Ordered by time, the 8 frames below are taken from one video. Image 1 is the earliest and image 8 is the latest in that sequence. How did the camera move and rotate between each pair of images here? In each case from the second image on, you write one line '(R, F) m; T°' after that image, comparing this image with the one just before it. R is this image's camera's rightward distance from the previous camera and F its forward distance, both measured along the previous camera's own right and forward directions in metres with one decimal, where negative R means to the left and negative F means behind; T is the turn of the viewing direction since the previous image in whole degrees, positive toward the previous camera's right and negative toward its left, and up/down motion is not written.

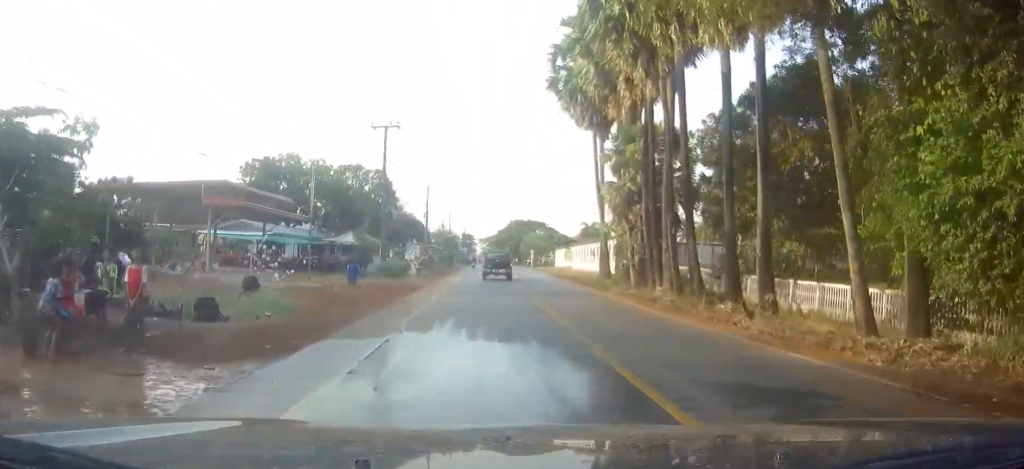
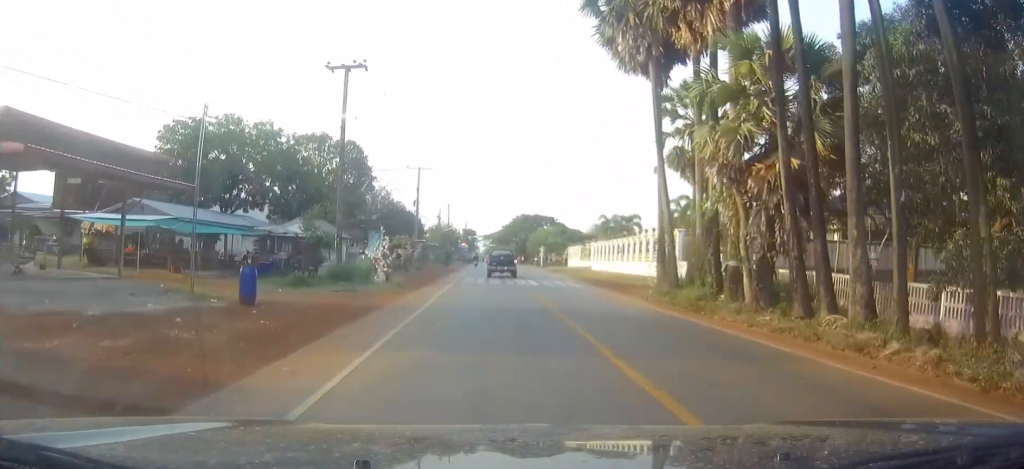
(-0.1, +16.2) m; 0°
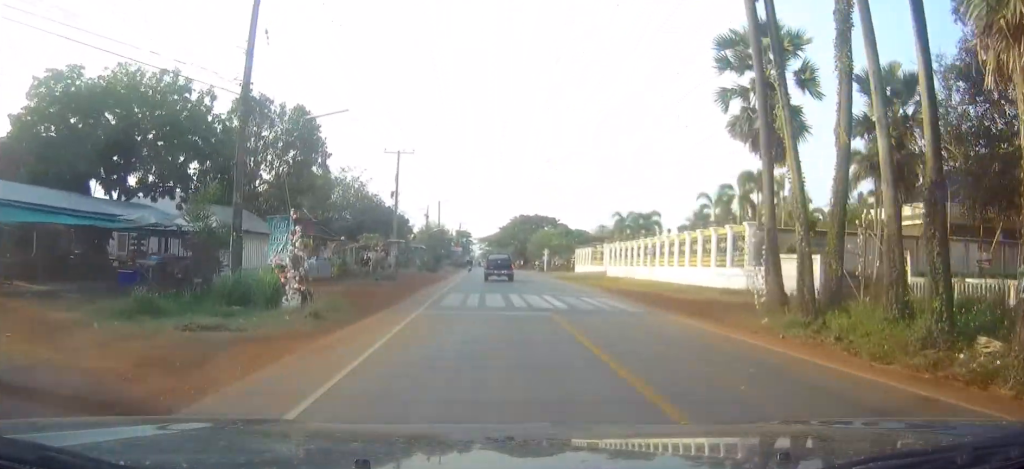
(+0.1, +14.4) m; 0°
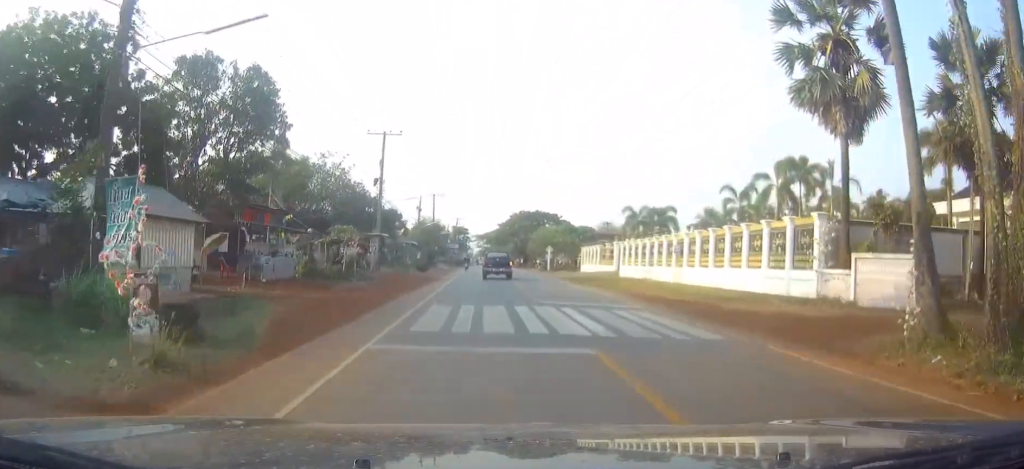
(+0.1, +7.9) m; 0°
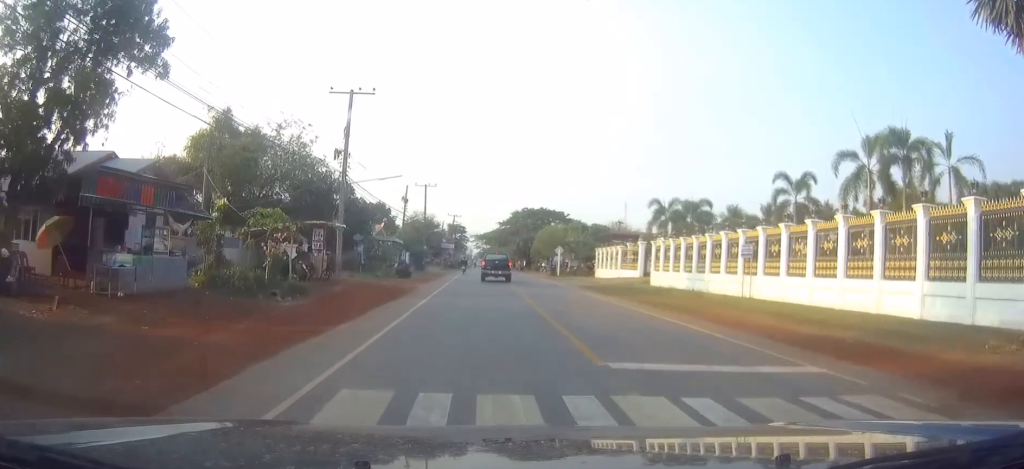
(-0.2, +13.0) m; 0°
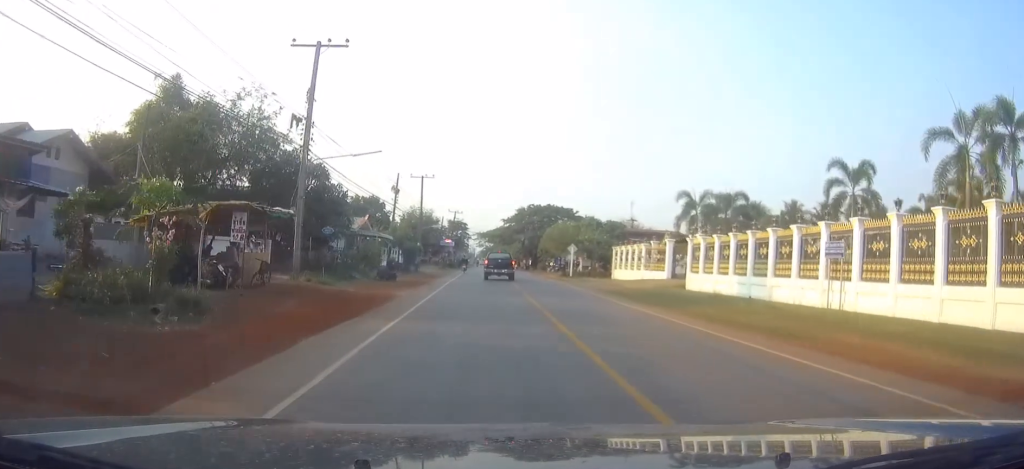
(+0.1, +9.2) m; 0°
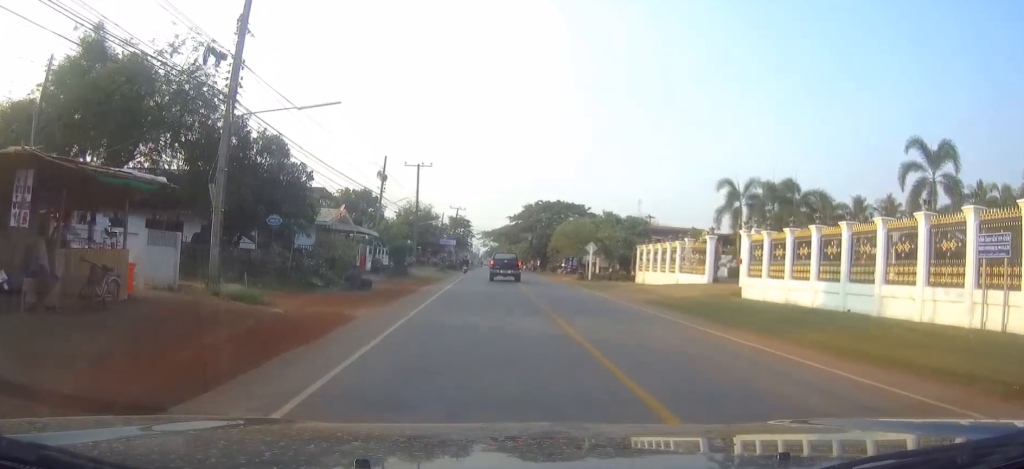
(0.0, +9.6) m; 0°
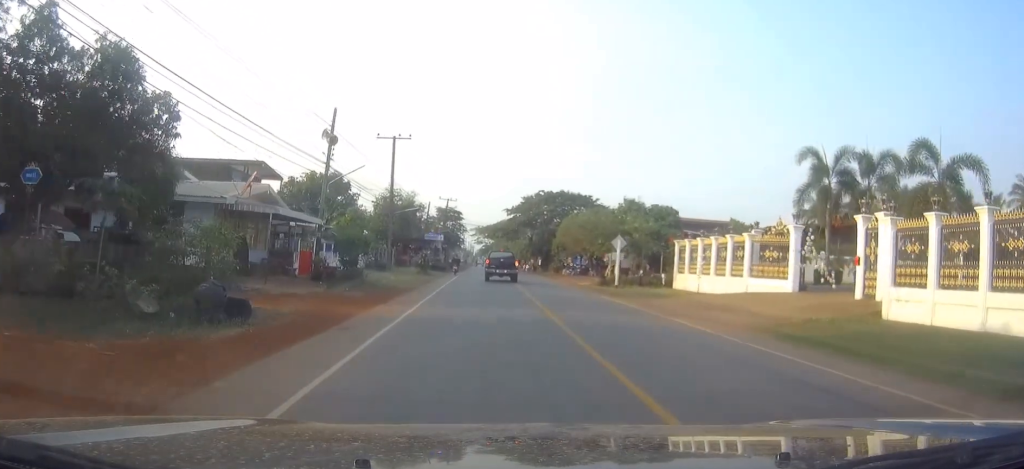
(0.0, +13.9) m; 0°
